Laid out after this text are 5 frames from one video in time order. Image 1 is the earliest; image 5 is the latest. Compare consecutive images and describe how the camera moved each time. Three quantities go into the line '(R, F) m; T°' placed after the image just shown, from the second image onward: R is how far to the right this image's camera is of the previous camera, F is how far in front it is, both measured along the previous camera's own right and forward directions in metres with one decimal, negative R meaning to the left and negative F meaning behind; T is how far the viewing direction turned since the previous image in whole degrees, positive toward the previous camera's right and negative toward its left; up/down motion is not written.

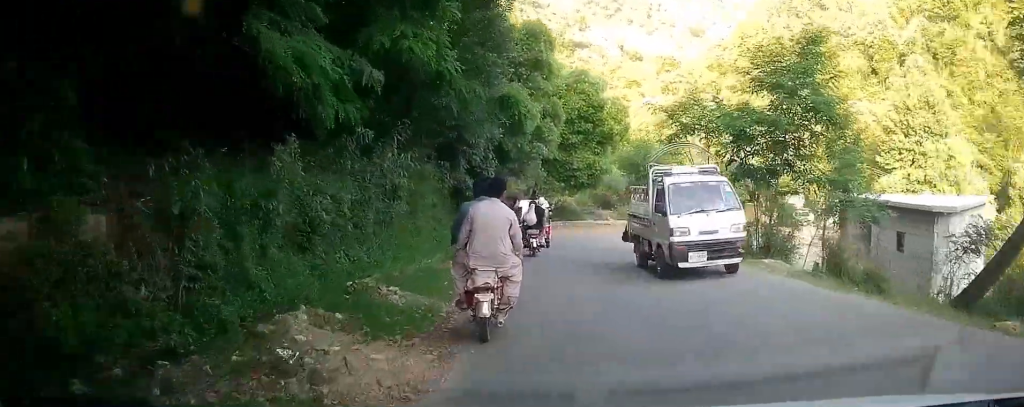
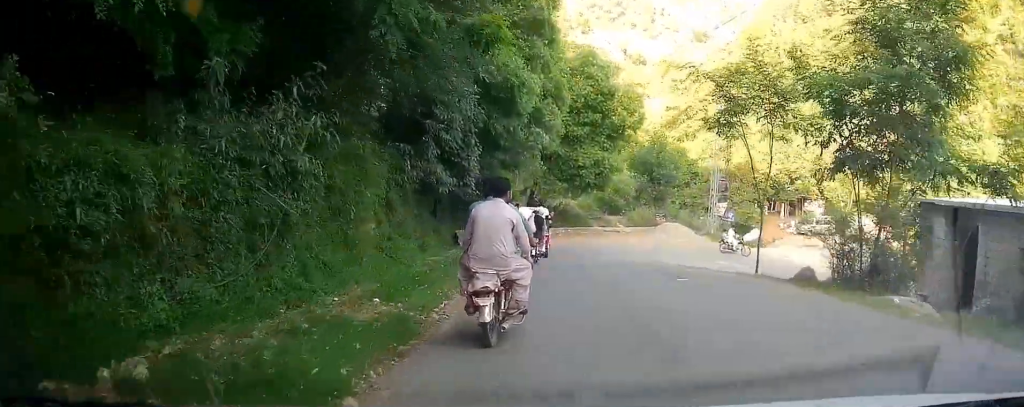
(-0.6, +7.7) m; -4°
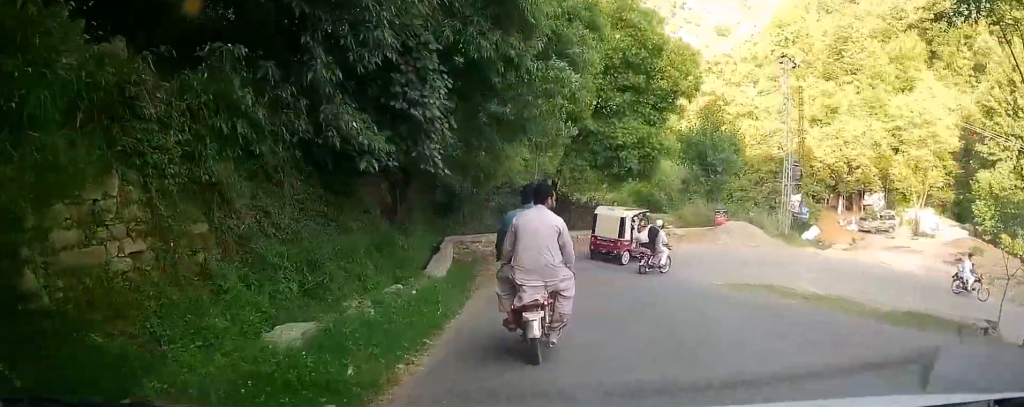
(-0.4, +7.8) m; -6°
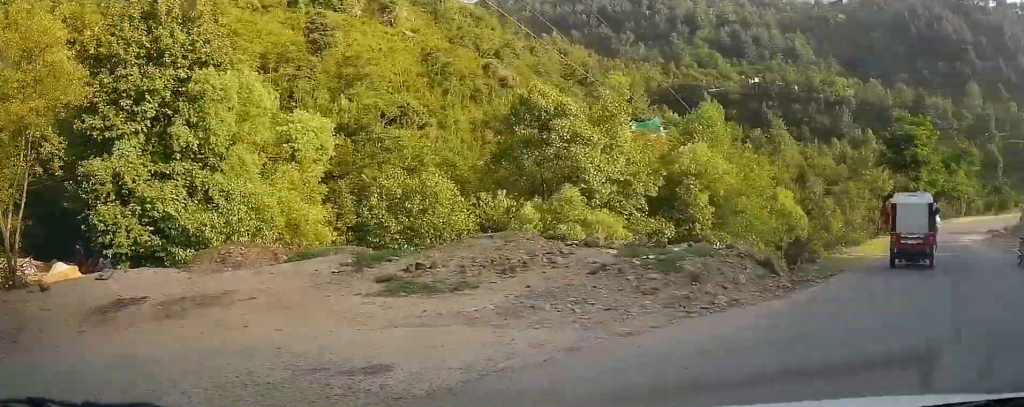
(+7.3, +18.6) m; +104°
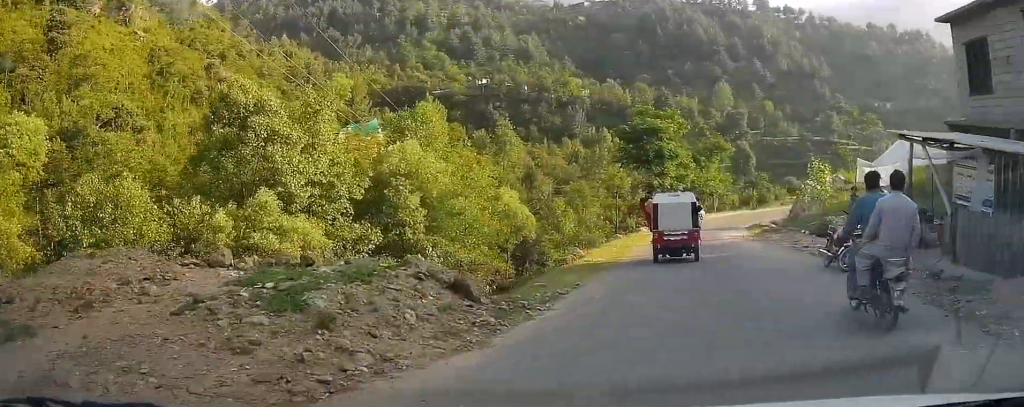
(+1.2, +3.4) m; +18°
